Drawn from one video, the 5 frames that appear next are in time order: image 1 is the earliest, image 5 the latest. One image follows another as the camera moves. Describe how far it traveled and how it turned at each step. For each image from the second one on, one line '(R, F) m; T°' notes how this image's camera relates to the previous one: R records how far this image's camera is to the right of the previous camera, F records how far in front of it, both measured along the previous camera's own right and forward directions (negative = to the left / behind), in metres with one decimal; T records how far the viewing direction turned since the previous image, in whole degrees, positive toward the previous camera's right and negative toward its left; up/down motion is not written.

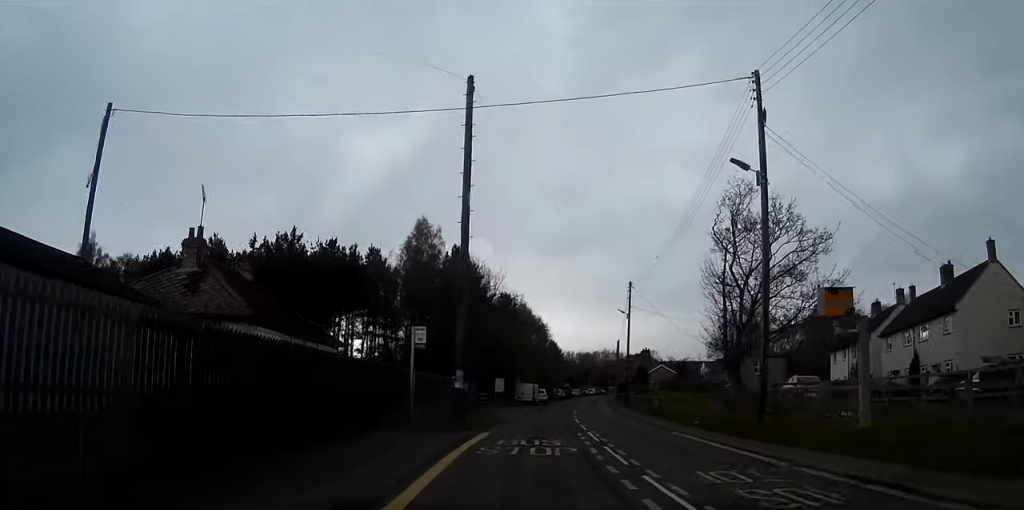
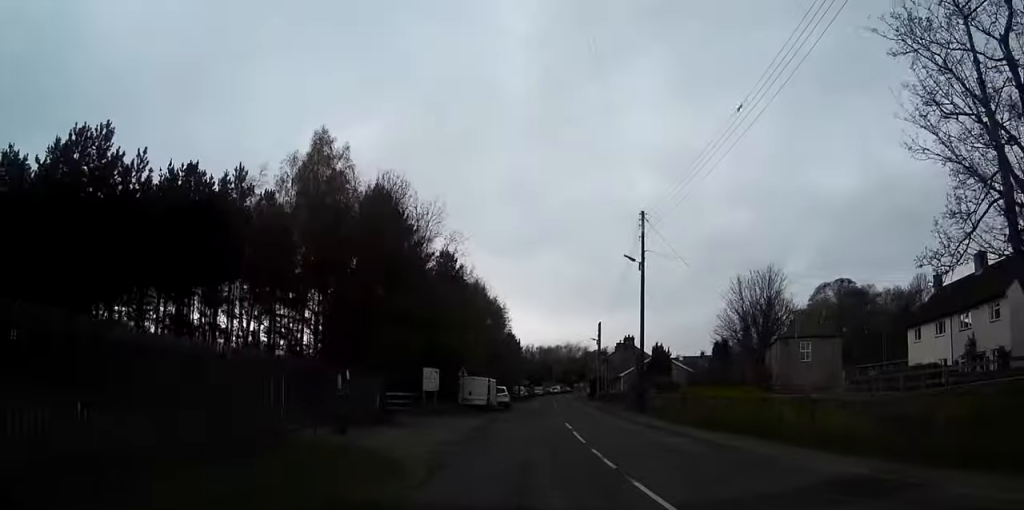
(+0.8, +24.4) m; +4°
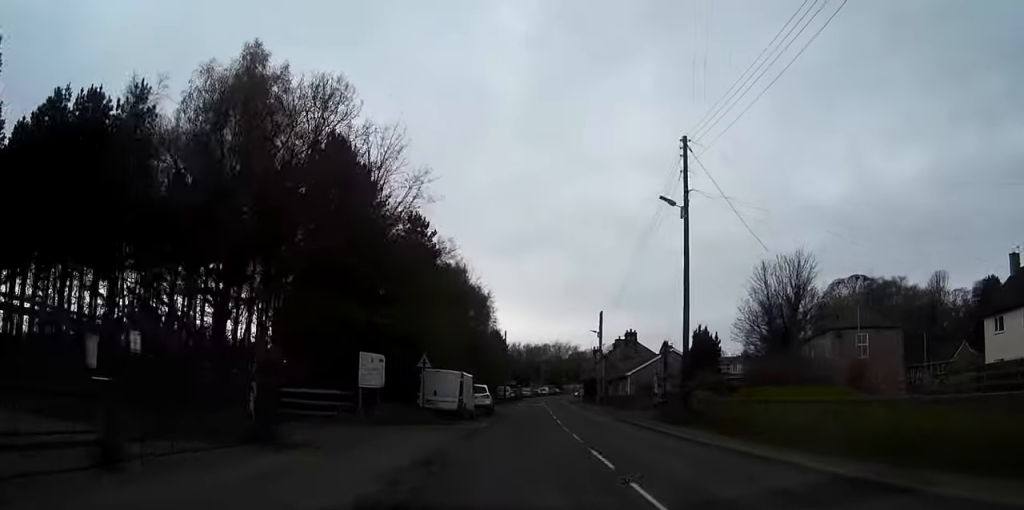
(+0.2, +12.3) m; +1°
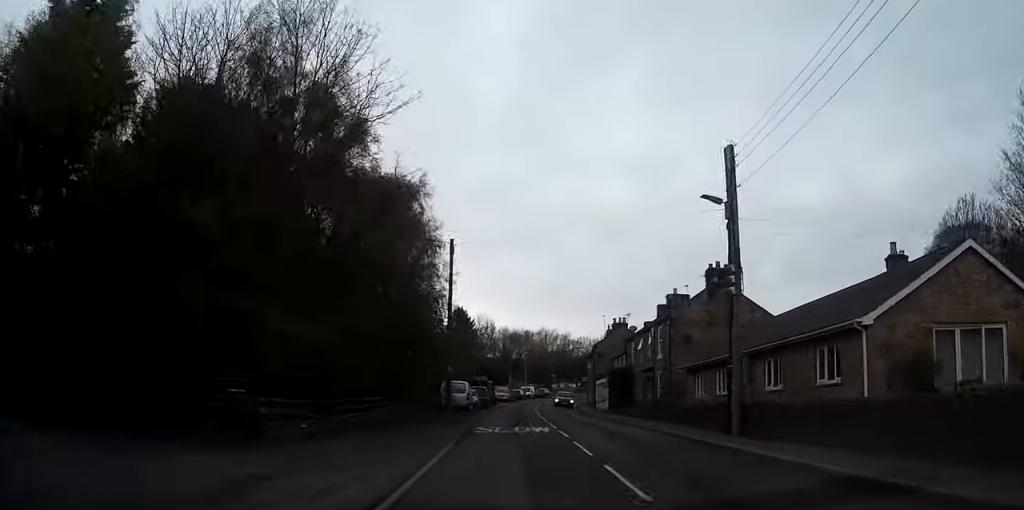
(+1.3, +44.1) m; +2°
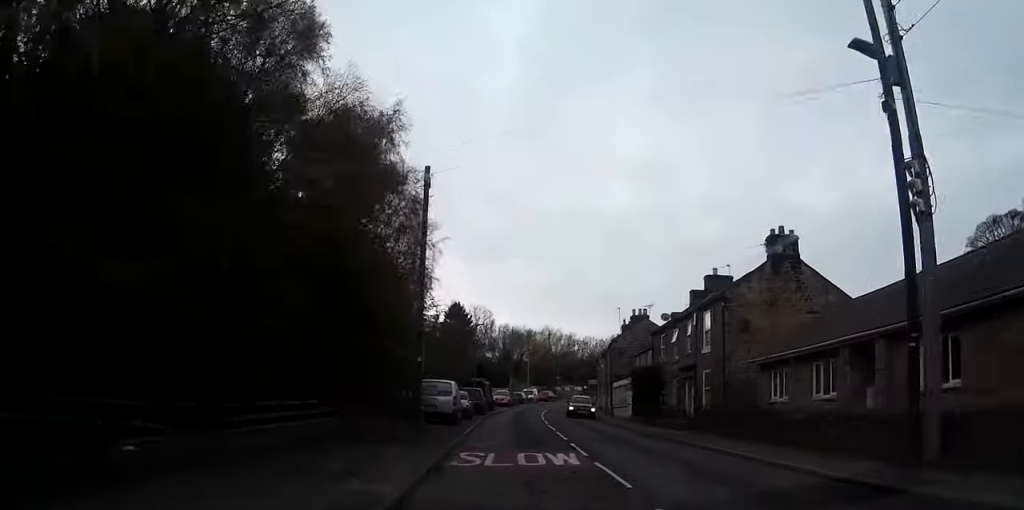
(-0.1, +10.1) m; -1°
